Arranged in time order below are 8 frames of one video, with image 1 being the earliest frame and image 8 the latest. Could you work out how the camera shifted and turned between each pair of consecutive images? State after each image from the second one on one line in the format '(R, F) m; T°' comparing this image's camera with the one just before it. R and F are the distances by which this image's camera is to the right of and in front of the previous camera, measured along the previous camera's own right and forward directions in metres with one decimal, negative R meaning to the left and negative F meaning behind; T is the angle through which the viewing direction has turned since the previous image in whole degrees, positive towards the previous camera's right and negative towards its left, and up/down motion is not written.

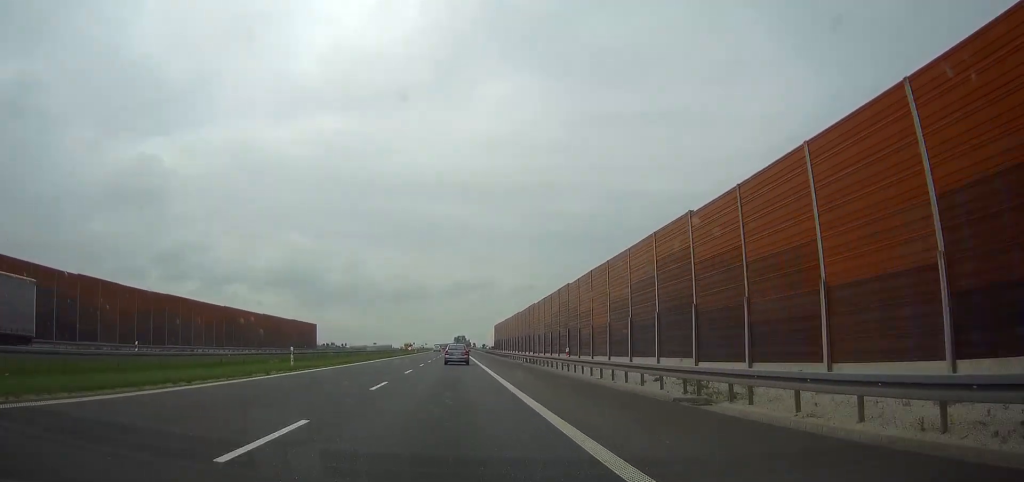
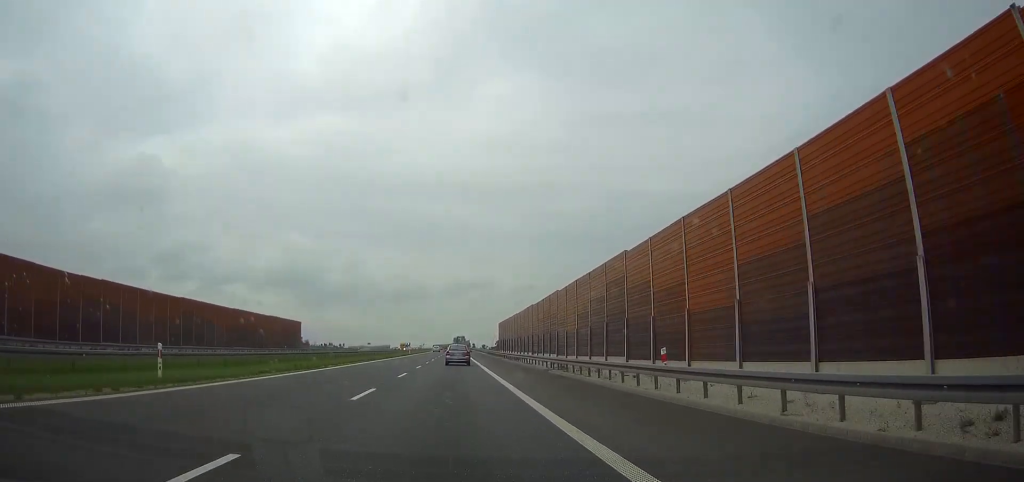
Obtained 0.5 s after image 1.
(0.0, +15.0) m; 0°
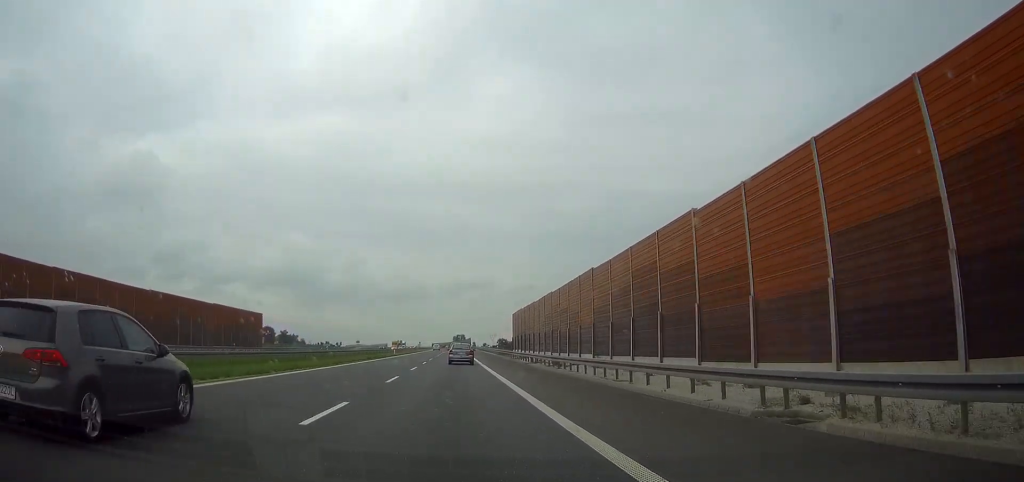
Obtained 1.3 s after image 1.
(0.0, +27.7) m; 0°
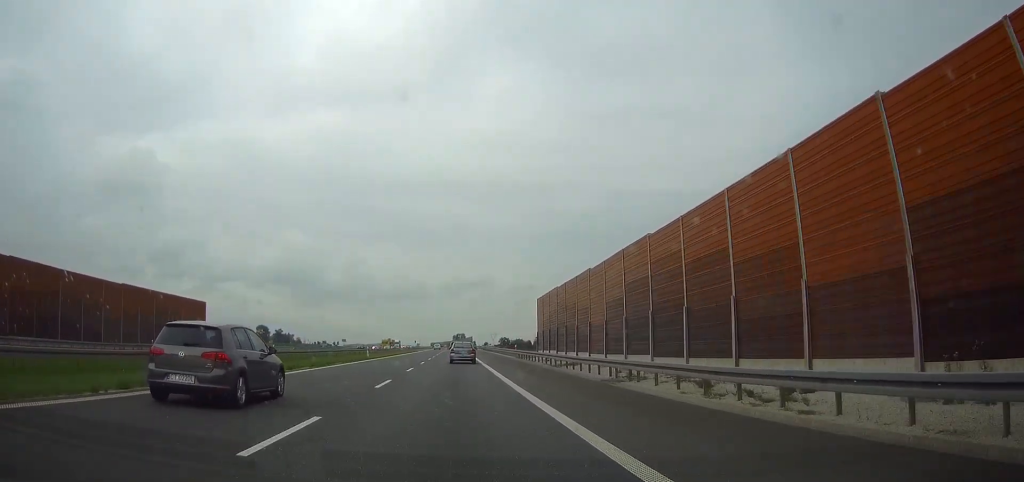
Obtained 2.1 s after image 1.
(0.0, +26.0) m; 0°
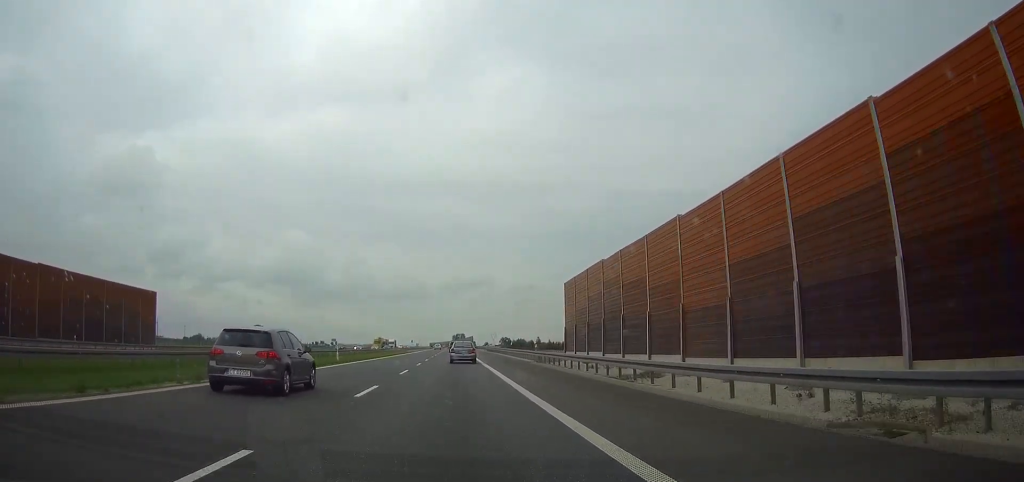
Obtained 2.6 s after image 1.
(0.0, +15.4) m; 0°
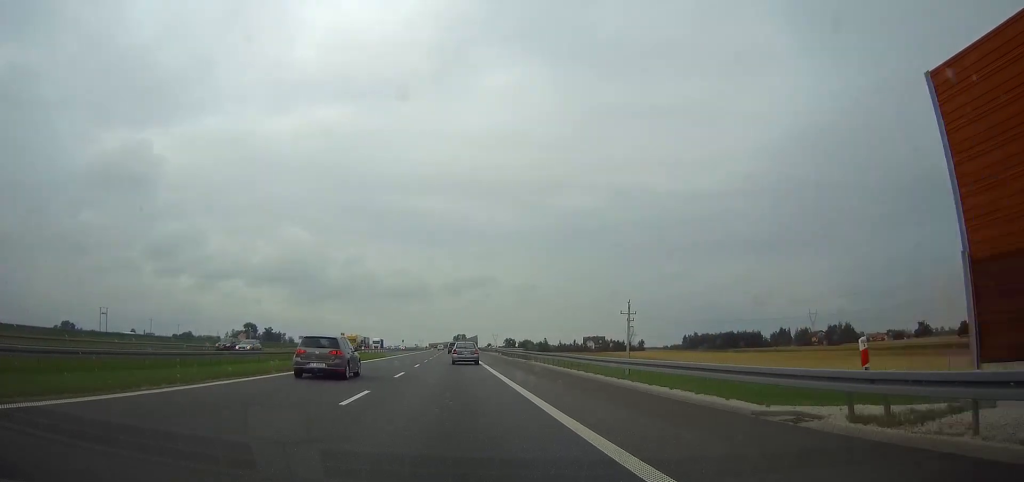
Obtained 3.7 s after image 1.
(0.0, +38.4) m; 0°
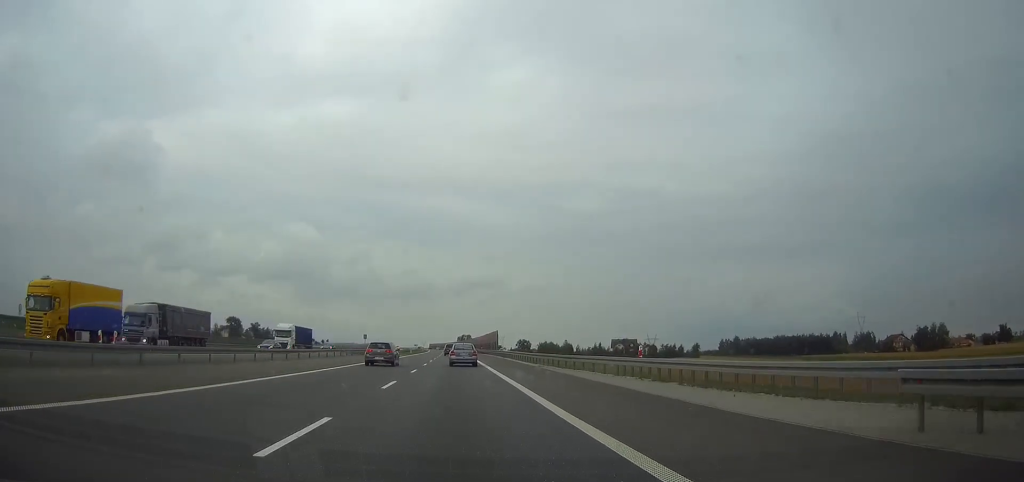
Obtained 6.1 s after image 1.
(-0.2, +81.3) m; 0°
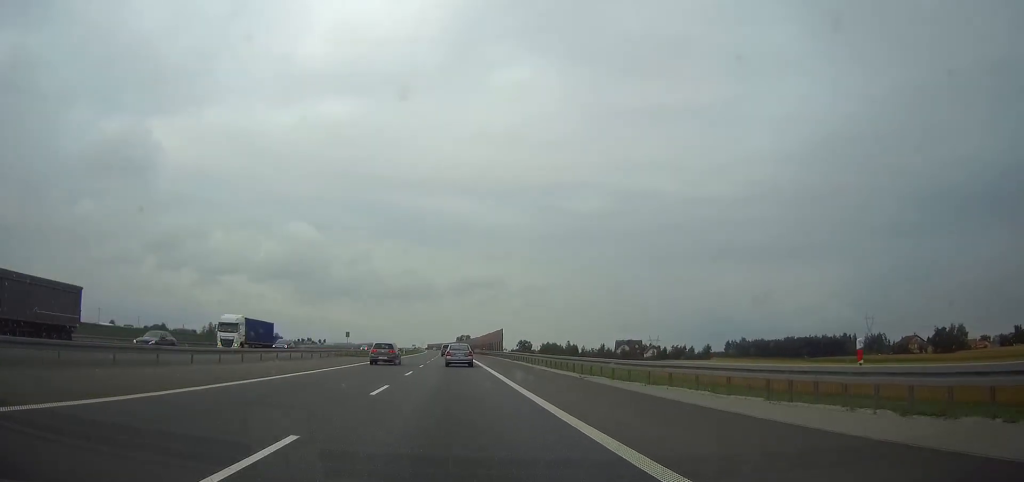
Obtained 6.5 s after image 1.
(0.0, +14.3) m; 0°
